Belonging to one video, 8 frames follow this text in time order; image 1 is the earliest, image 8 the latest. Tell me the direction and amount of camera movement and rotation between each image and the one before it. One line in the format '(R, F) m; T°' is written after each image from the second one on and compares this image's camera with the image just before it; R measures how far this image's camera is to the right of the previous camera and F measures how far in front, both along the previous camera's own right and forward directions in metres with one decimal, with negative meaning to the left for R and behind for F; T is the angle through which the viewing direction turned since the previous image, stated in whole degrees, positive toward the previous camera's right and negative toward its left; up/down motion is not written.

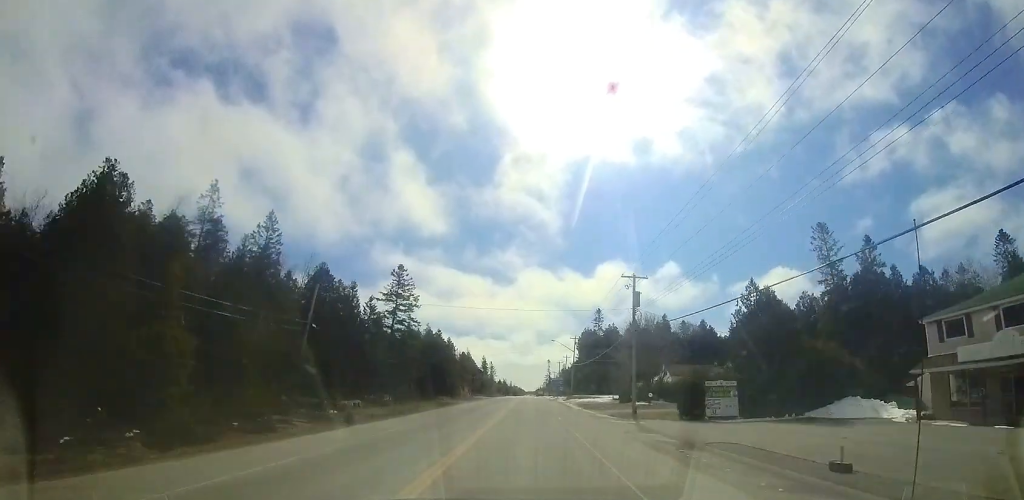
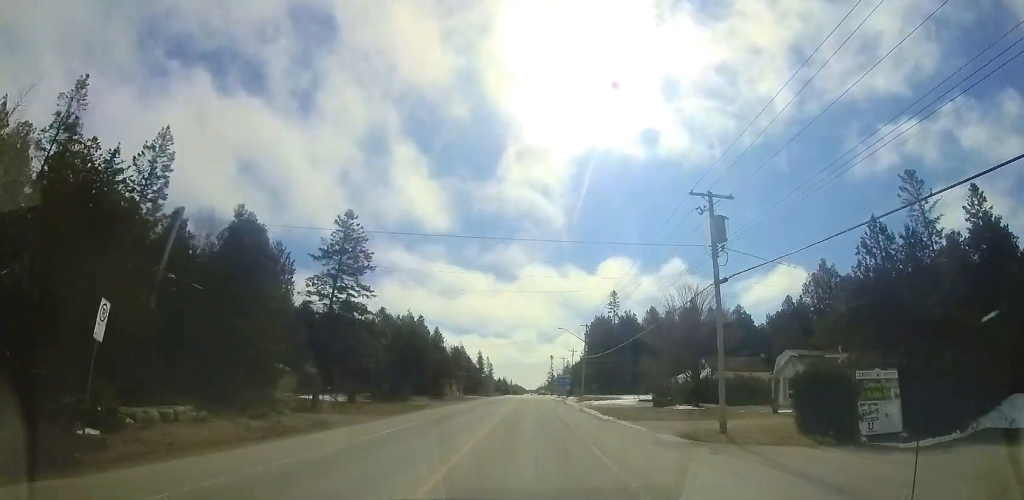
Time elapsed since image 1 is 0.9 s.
(+0.1, +13.0) m; +3°
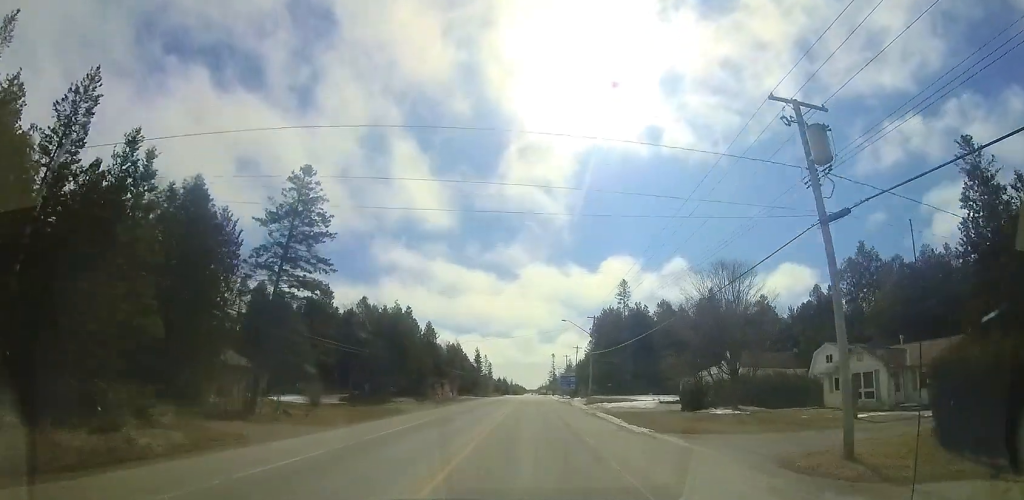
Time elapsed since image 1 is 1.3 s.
(0.0, +6.5) m; +1°
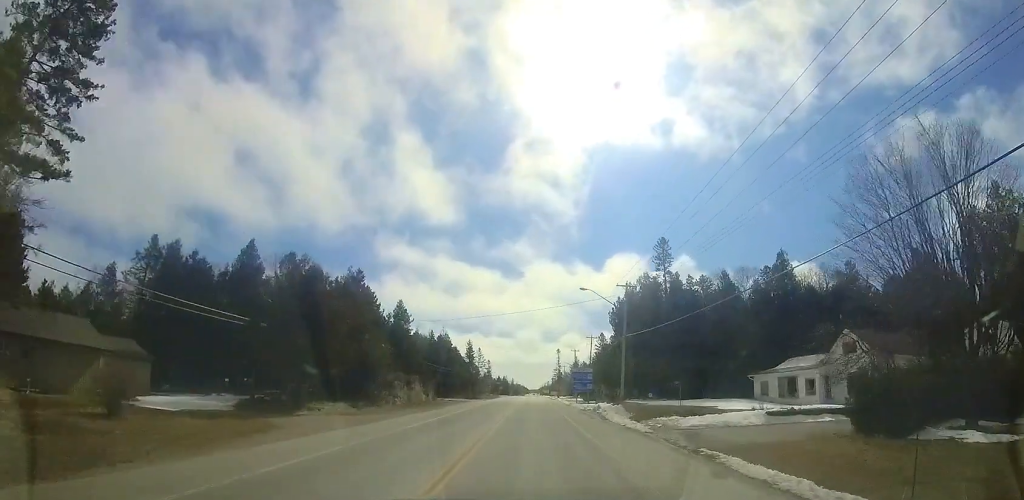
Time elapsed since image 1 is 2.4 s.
(+0.7, +16.4) m; 0°
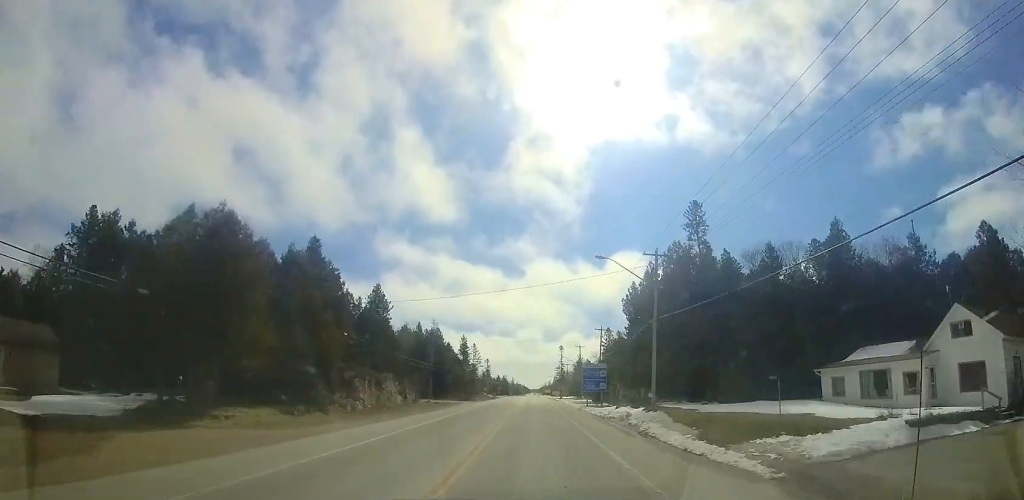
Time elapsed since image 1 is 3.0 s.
(-0.3, +8.4) m; -1°
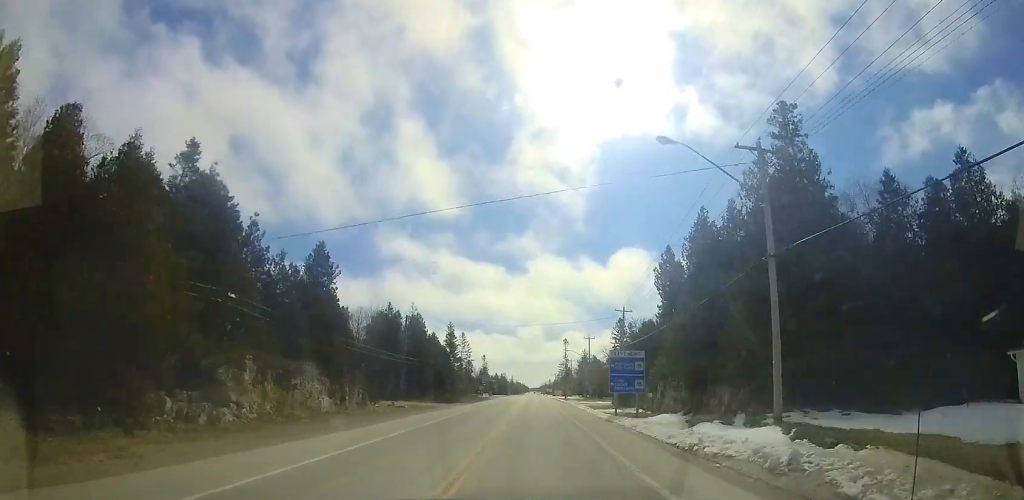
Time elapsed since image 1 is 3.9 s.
(-0.1, +13.1) m; -1°
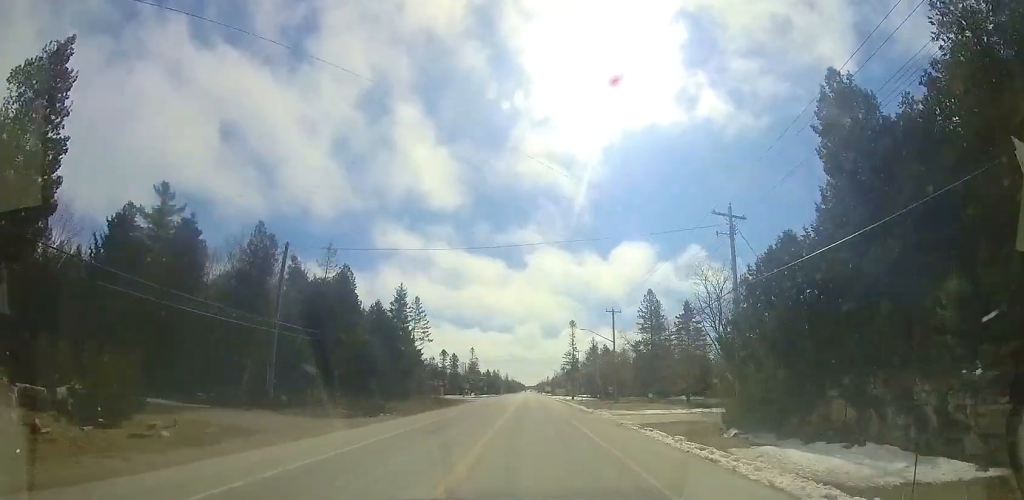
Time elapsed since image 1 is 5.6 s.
(-0.3, +24.3) m; -2°
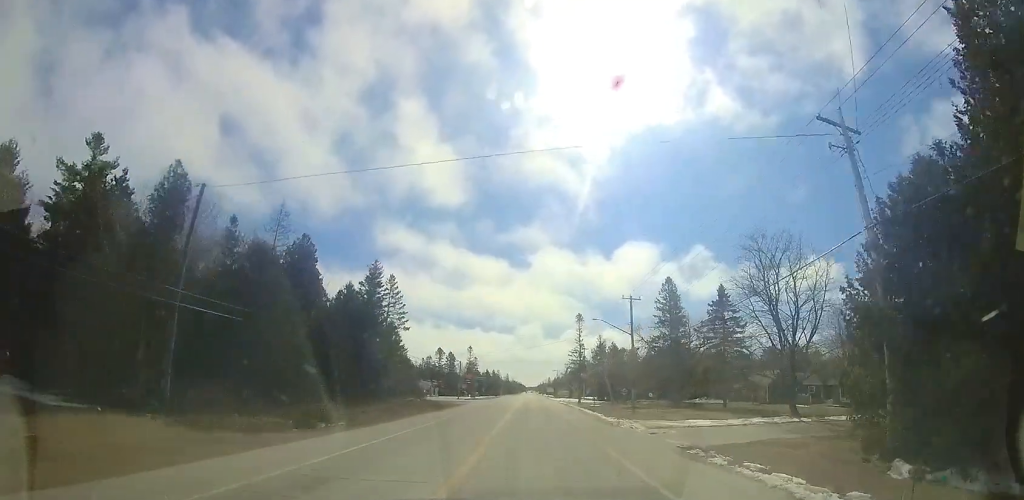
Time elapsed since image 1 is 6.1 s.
(0.0, +8.2) m; -1°
